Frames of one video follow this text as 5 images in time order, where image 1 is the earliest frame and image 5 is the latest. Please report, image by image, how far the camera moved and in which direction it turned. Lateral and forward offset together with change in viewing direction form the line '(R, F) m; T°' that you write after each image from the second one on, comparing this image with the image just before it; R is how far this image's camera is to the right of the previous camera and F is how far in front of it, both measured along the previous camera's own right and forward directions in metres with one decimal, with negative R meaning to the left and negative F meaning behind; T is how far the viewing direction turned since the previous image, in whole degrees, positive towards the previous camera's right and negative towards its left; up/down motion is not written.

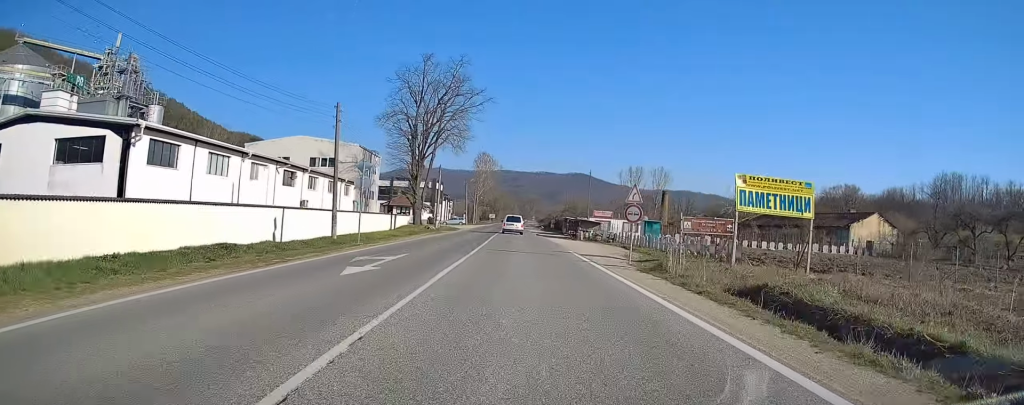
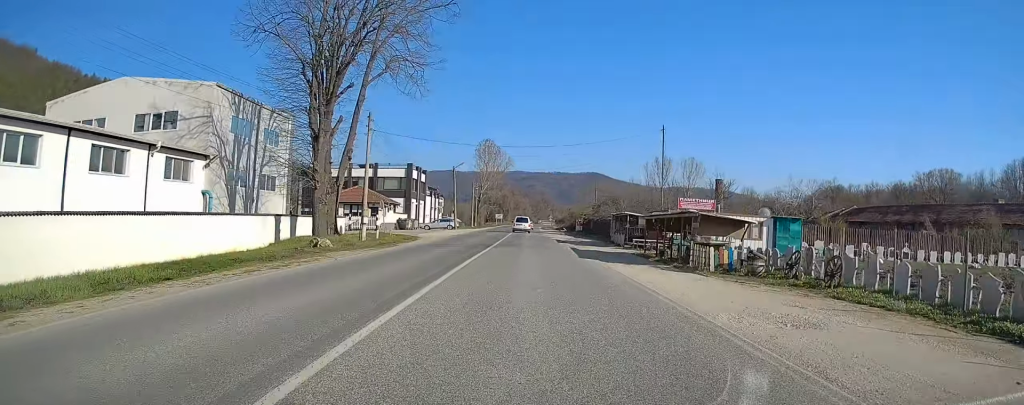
(-0.1, +33.6) m; -1°
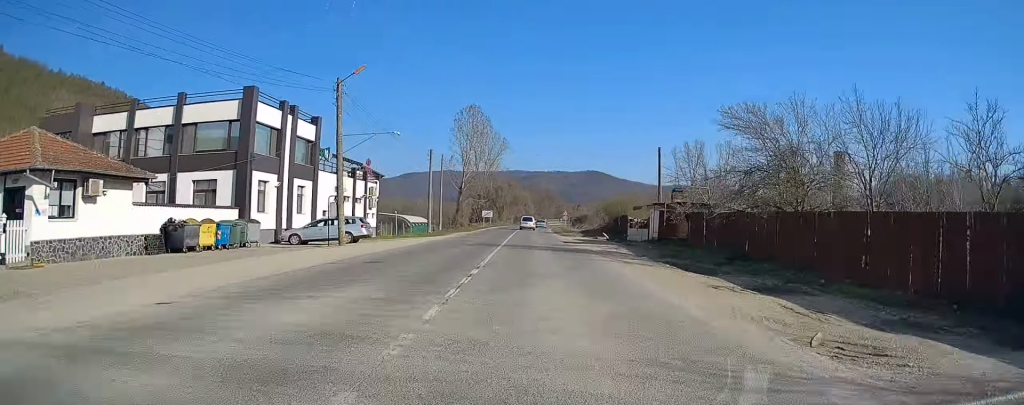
(-0.8, +46.0) m; -1°
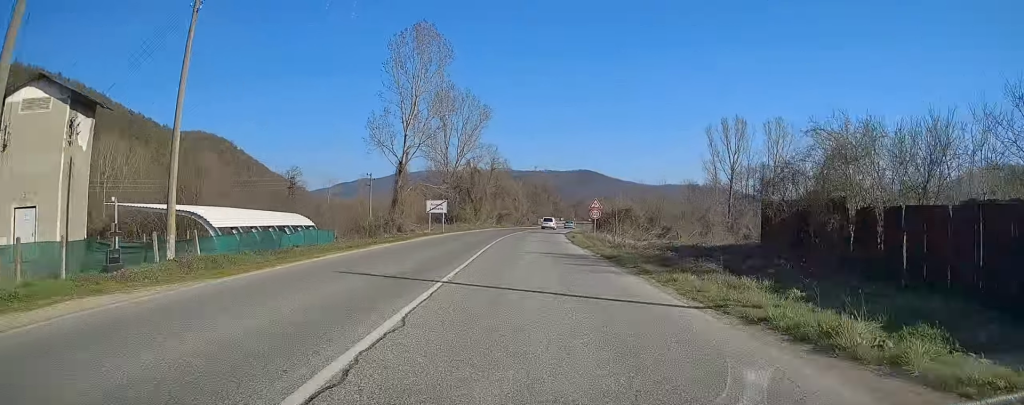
(+0.5, +46.9) m; +1°
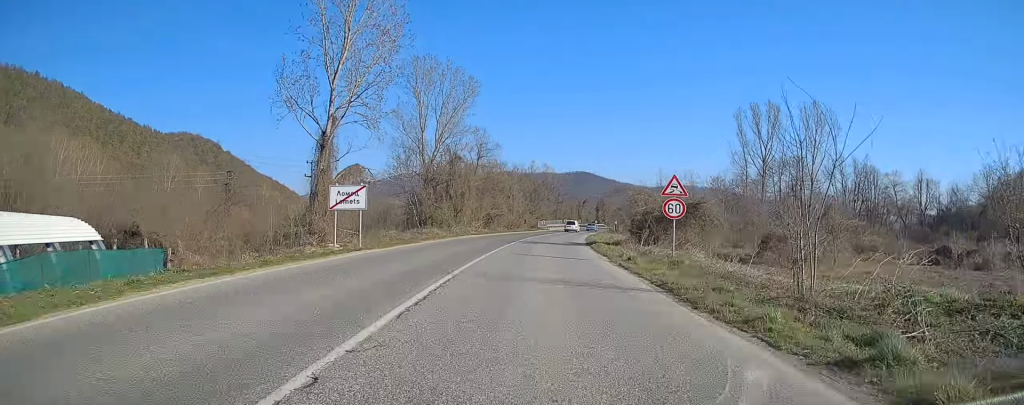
(-0.1, +23.4) m; 0°
